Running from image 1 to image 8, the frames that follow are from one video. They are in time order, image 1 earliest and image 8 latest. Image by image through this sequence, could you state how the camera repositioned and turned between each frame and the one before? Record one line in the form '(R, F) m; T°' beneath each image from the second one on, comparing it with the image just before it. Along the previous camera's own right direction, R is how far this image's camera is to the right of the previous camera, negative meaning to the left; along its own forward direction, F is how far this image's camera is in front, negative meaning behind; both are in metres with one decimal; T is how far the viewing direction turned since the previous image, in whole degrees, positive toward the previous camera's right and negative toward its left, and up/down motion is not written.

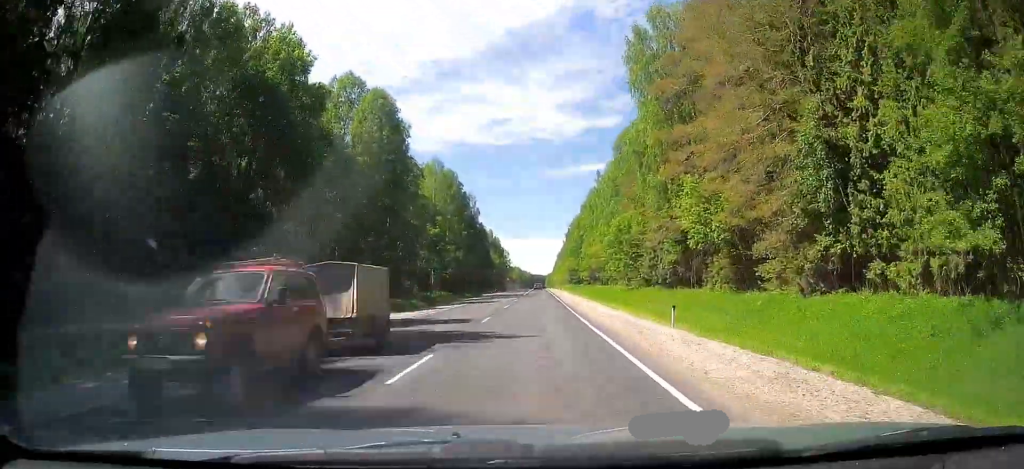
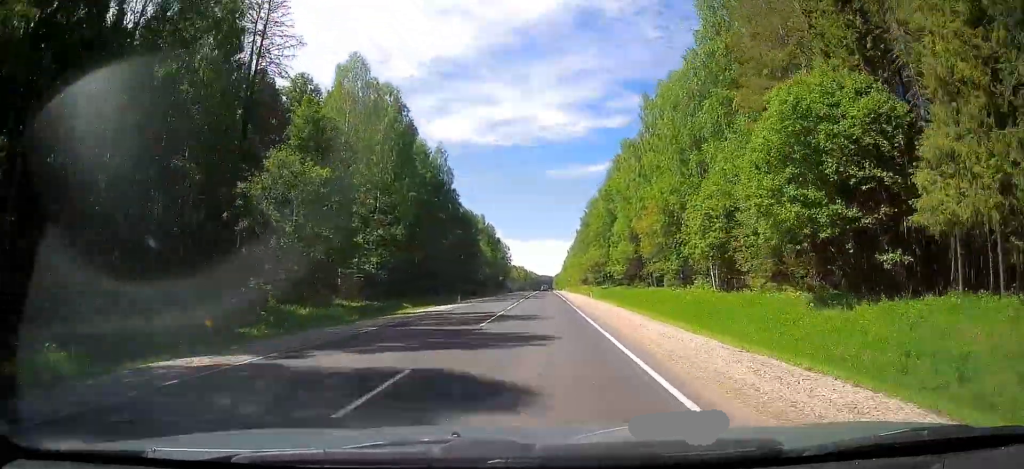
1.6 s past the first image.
(-0.5, +50.1) m; -1°
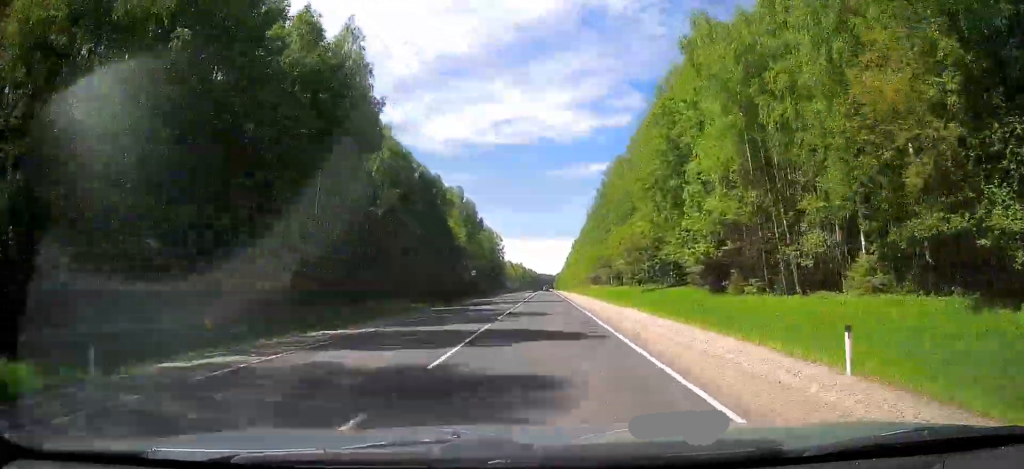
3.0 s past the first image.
(+0.1, +44.7) m; +1°
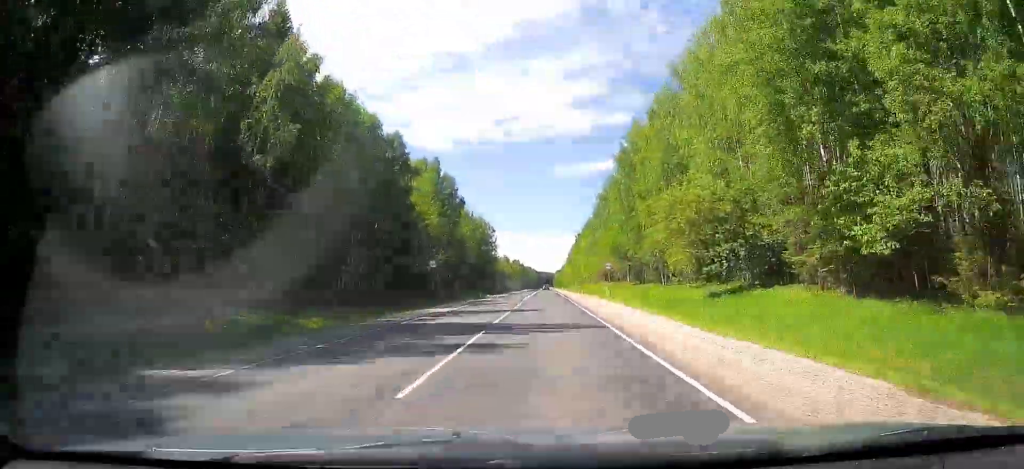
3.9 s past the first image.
(0.0, +25.9) m; 0°
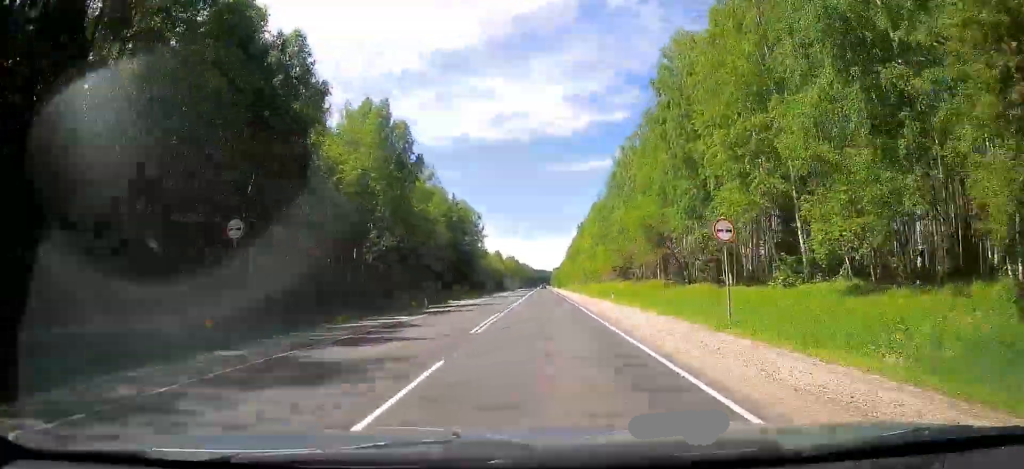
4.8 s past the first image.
(0.0, +30.0) m; 0°
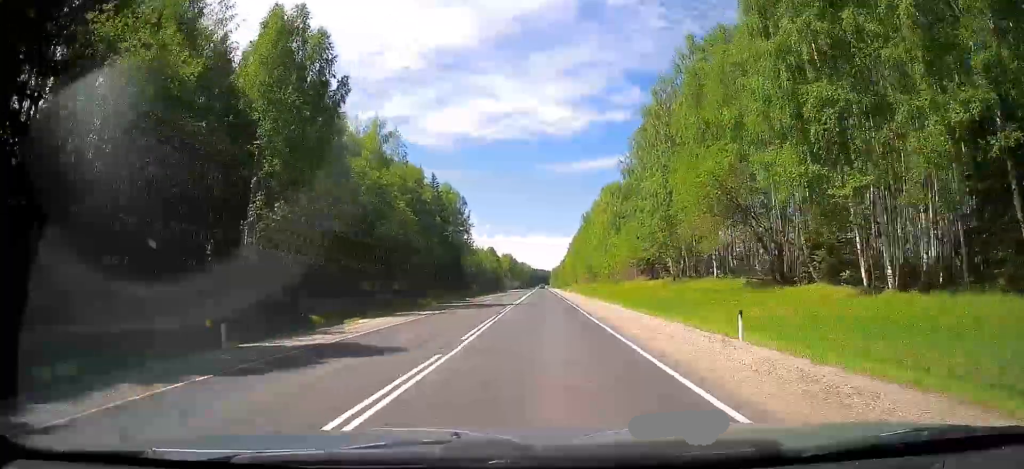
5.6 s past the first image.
(0.0, +24.7) m; 0°
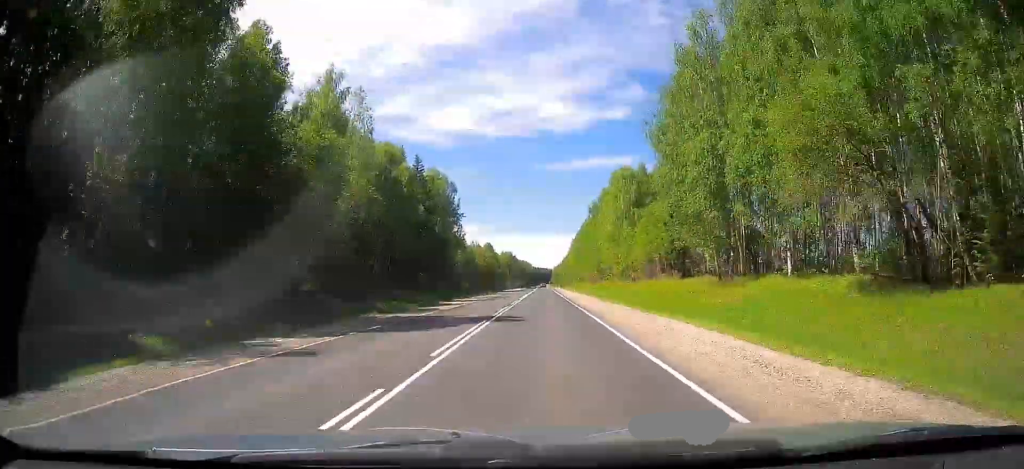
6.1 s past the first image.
(0.0, +15.4) m; 0°
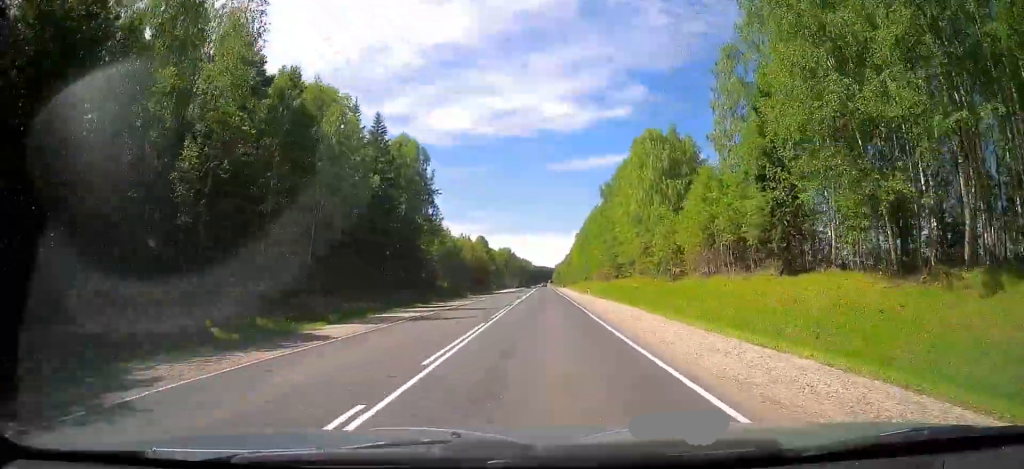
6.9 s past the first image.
(-0.1, +24.6) m; 0°
